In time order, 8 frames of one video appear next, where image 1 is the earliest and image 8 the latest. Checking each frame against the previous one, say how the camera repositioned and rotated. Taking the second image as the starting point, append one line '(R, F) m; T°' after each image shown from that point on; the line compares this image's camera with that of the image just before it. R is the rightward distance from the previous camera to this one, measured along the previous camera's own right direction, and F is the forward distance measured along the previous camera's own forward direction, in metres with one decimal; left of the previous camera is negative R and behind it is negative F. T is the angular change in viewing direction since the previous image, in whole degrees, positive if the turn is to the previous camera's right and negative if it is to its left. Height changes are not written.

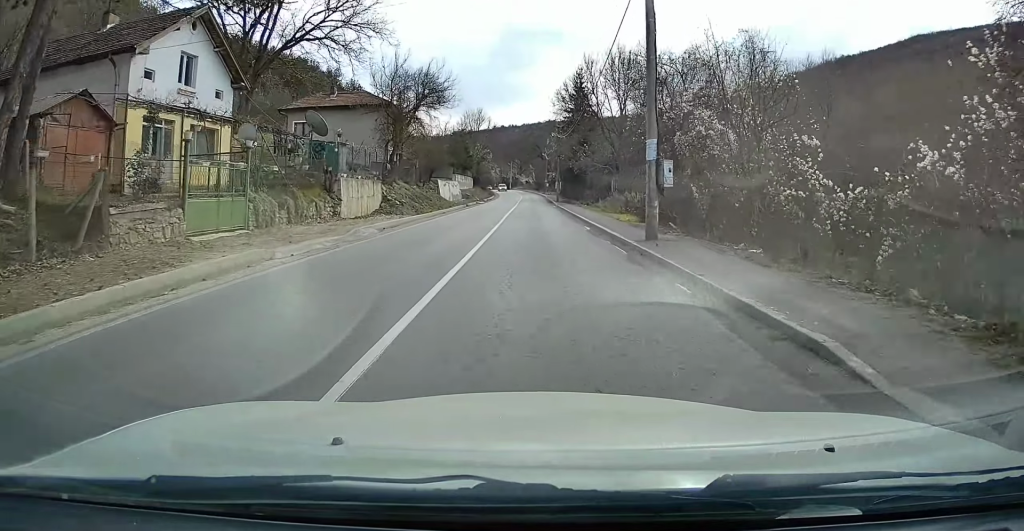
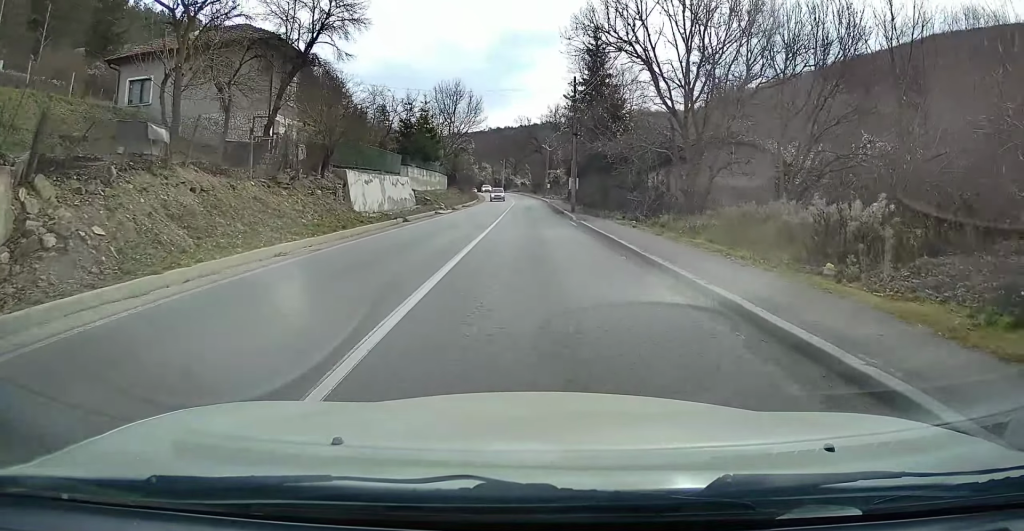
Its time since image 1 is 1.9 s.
(-0.1, +26.1) m; -1°
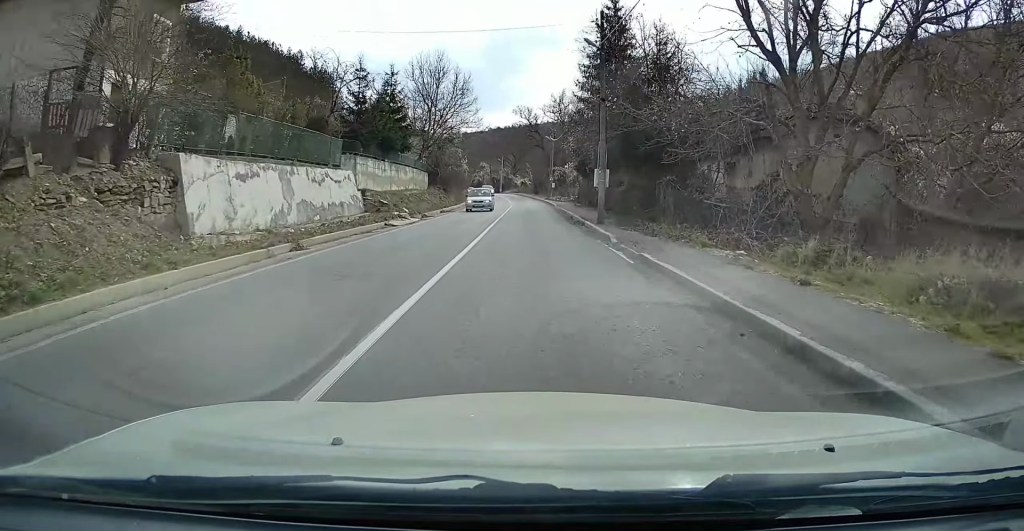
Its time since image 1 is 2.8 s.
(-0.1, +13.5) m; +1°
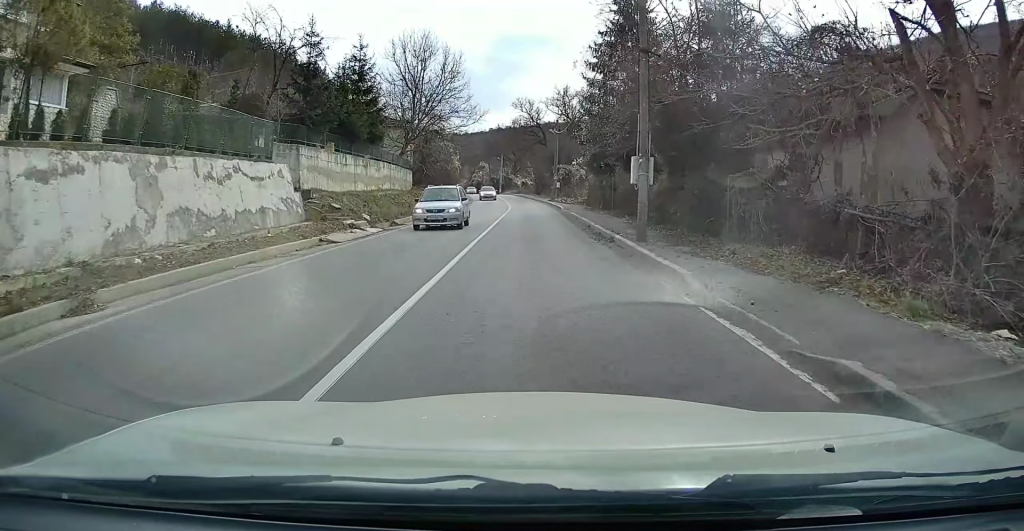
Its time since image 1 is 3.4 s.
(+0.2, +7.8) m; +1°
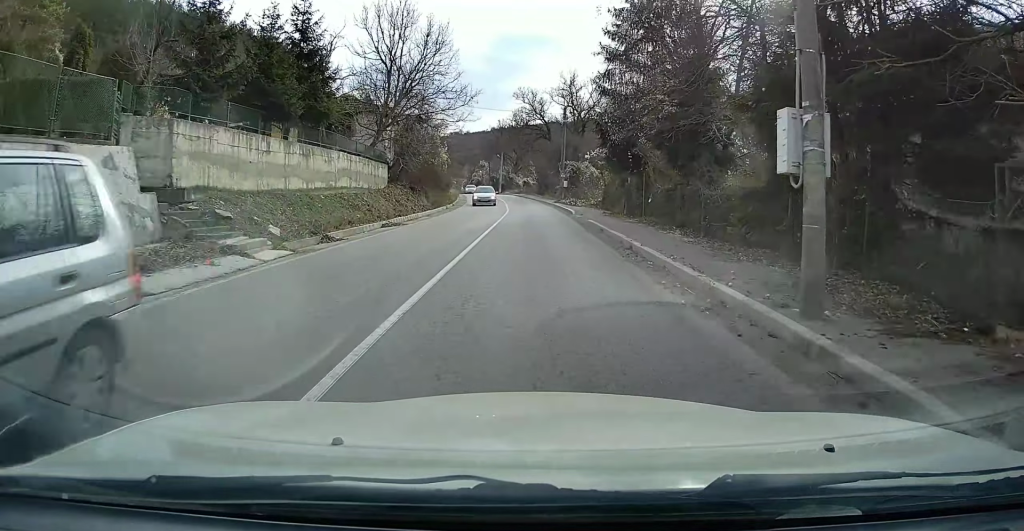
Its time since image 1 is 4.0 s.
(0.0, +8.8) m; 0°
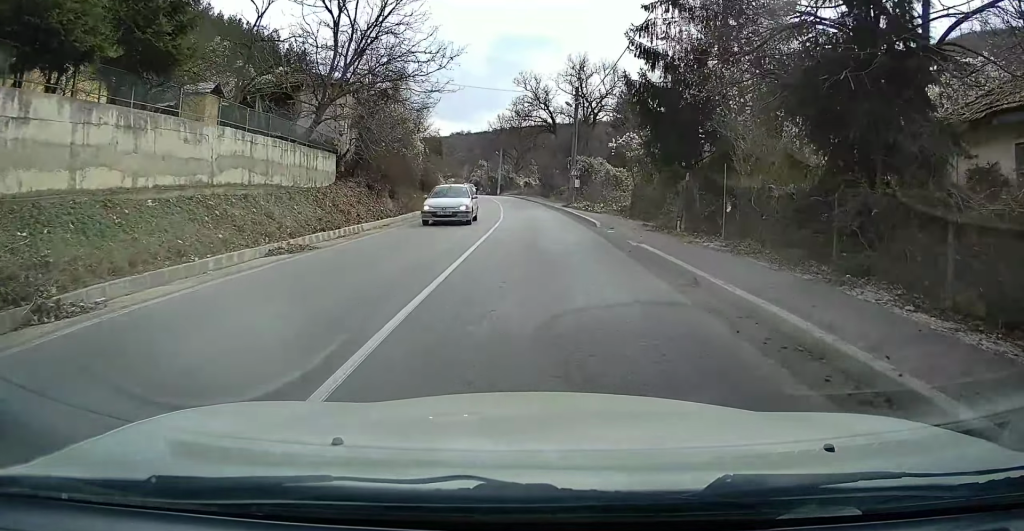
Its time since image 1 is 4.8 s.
(0.0, +11.1) m; 0°
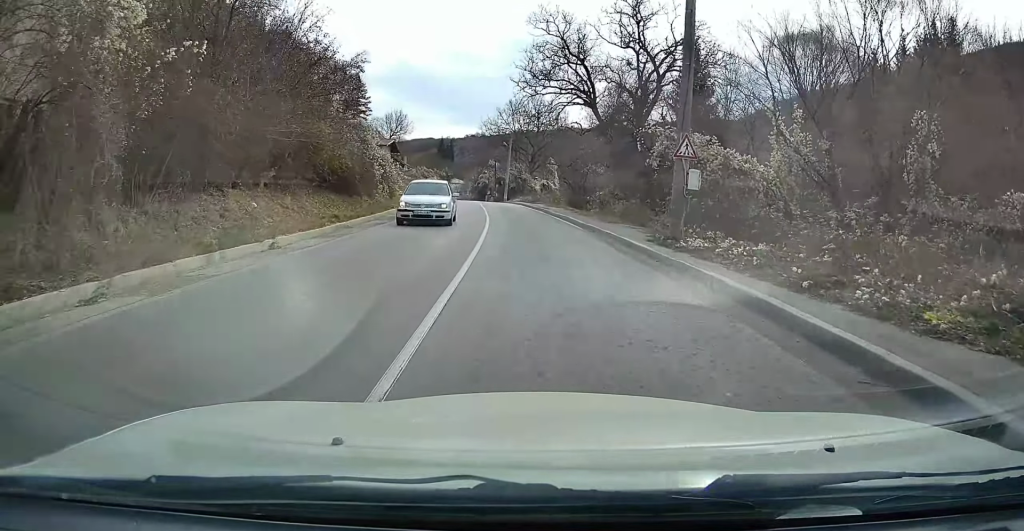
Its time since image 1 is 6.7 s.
(-0.6, +26.1) m; -2°
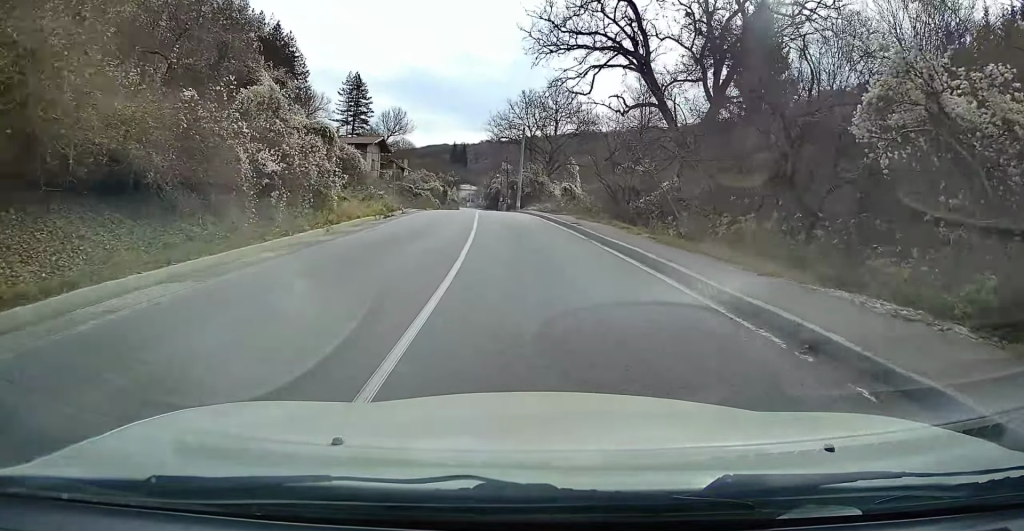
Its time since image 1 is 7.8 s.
(+0.1, +15.3) m; -1°
